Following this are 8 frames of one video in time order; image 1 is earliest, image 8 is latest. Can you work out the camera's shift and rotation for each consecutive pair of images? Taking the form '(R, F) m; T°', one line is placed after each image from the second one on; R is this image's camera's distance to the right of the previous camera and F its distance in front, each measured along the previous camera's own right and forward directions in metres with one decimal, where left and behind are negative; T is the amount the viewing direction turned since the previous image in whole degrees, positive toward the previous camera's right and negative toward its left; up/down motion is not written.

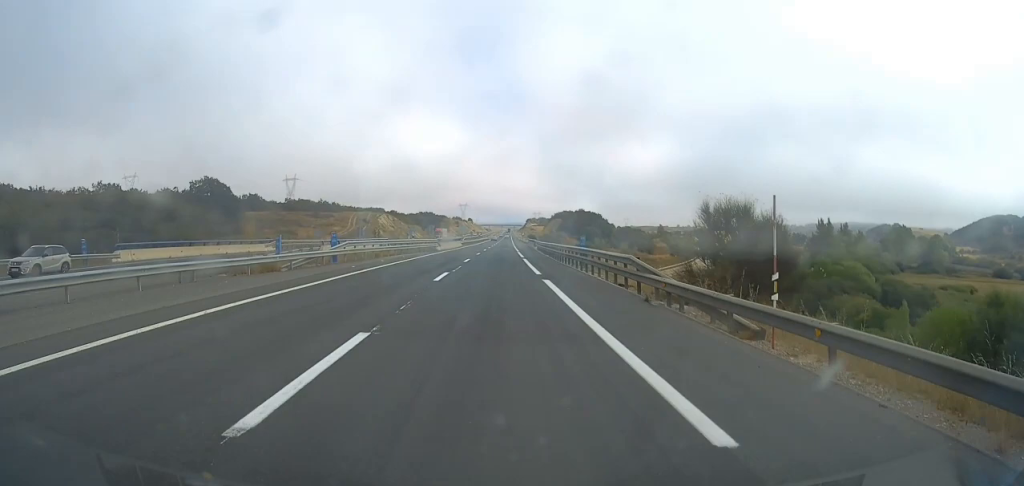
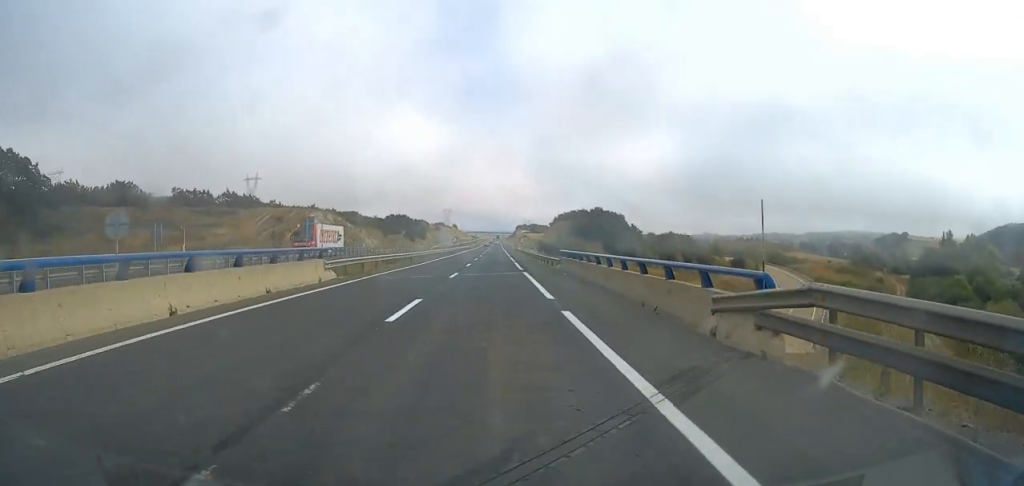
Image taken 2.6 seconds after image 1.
(+1.5, +78.1) m; +2°
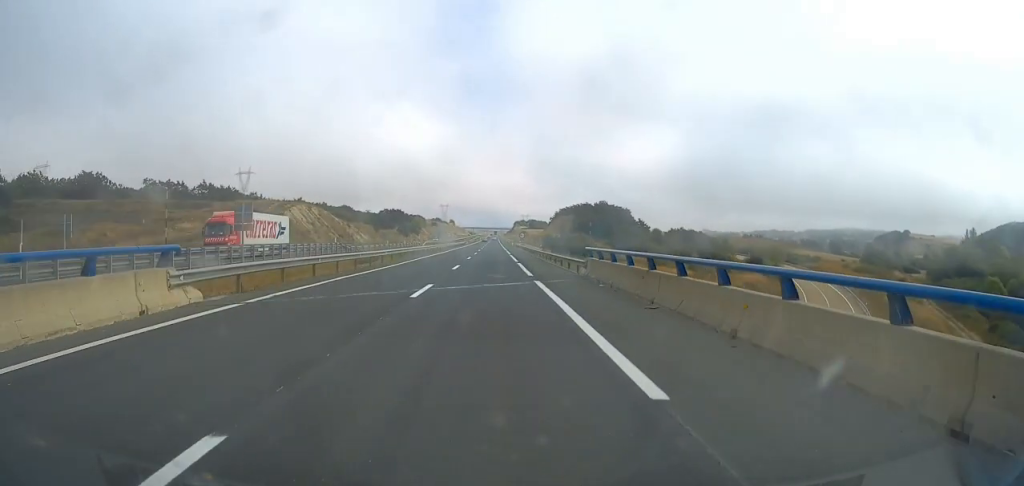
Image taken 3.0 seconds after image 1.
(0.0, +13.3) m; 0°
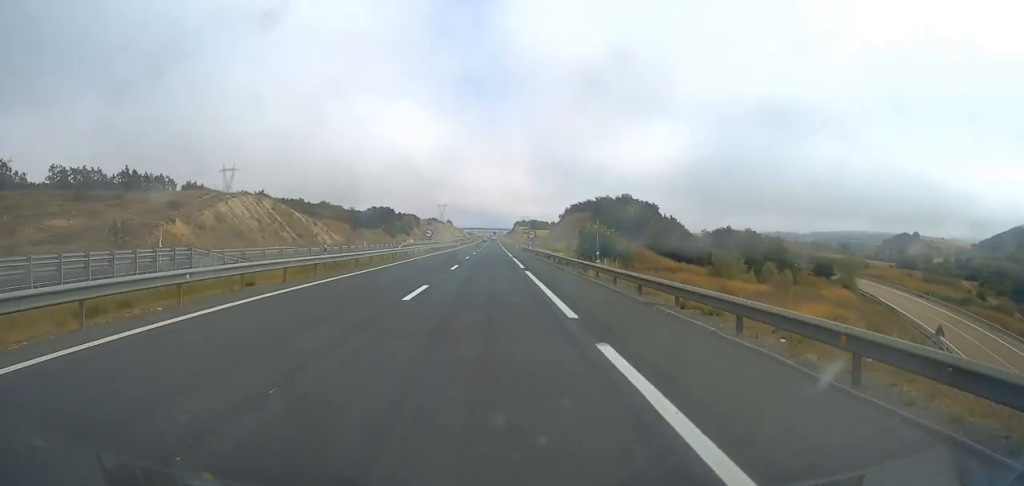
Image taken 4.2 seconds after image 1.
(0.0, +35.7) m; 0°
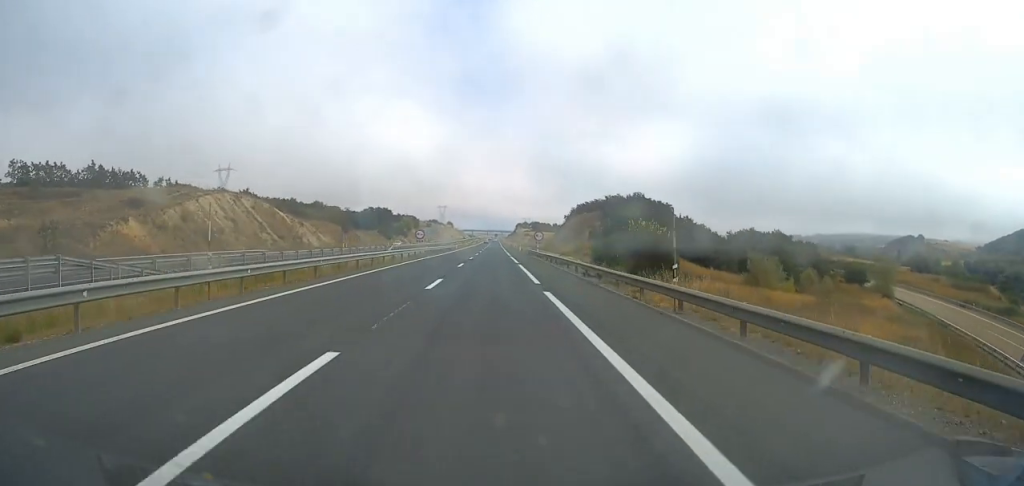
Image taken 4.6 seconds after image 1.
(0.0, +12.2) m; 0°
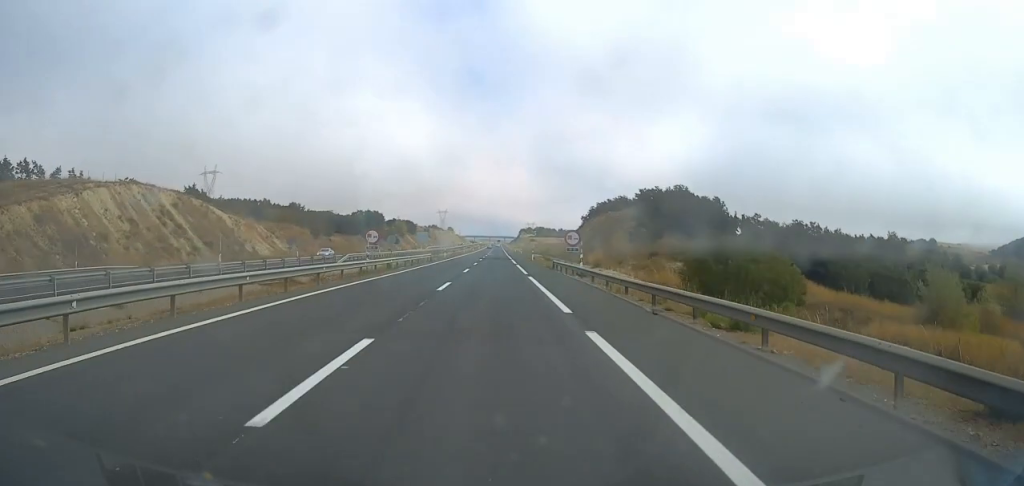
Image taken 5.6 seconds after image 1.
(-0.1, +32.7) m; 0°
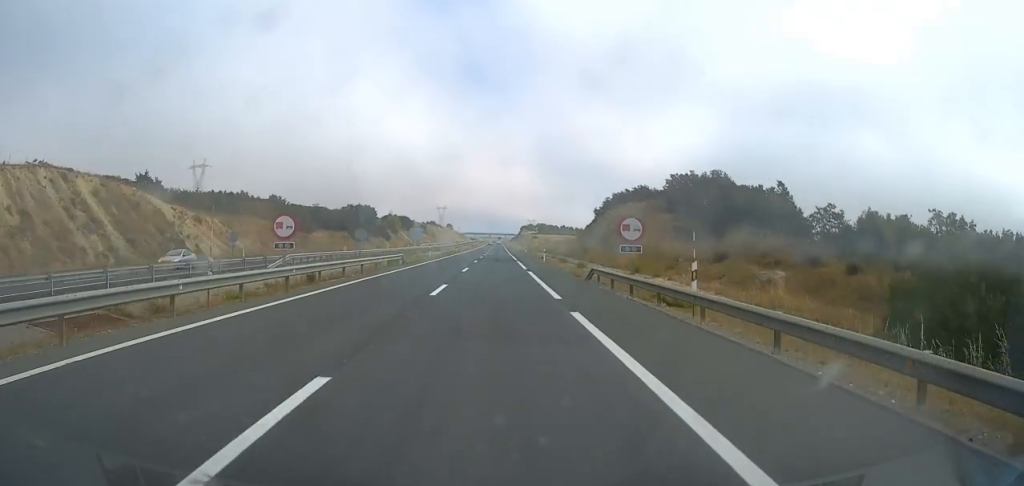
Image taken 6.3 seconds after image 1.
(-0.1, +20.5) m; 0°
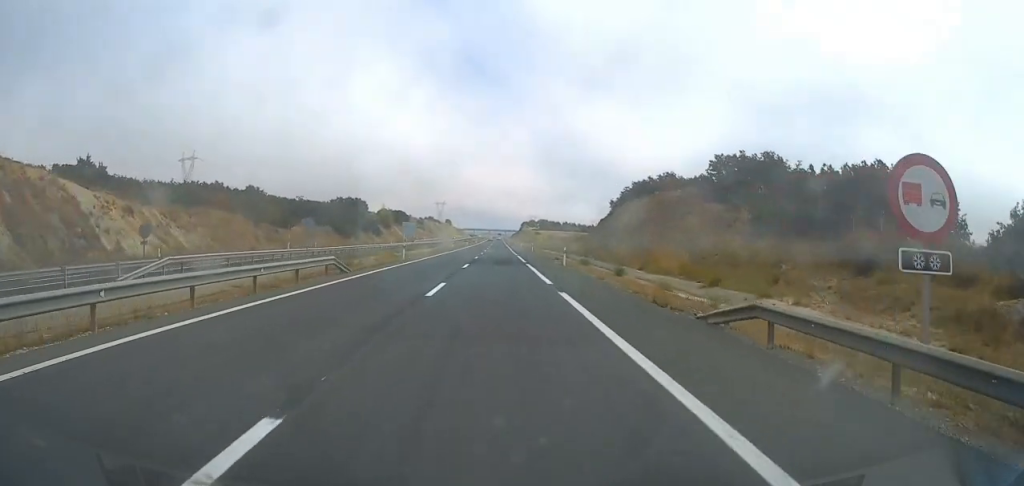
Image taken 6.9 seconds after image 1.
(+0.1, +19.4) m; 0°
